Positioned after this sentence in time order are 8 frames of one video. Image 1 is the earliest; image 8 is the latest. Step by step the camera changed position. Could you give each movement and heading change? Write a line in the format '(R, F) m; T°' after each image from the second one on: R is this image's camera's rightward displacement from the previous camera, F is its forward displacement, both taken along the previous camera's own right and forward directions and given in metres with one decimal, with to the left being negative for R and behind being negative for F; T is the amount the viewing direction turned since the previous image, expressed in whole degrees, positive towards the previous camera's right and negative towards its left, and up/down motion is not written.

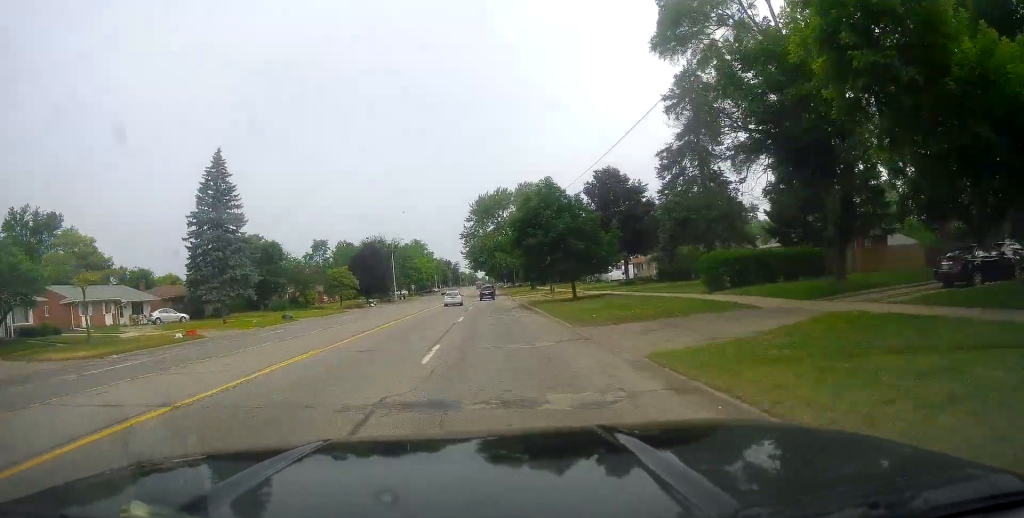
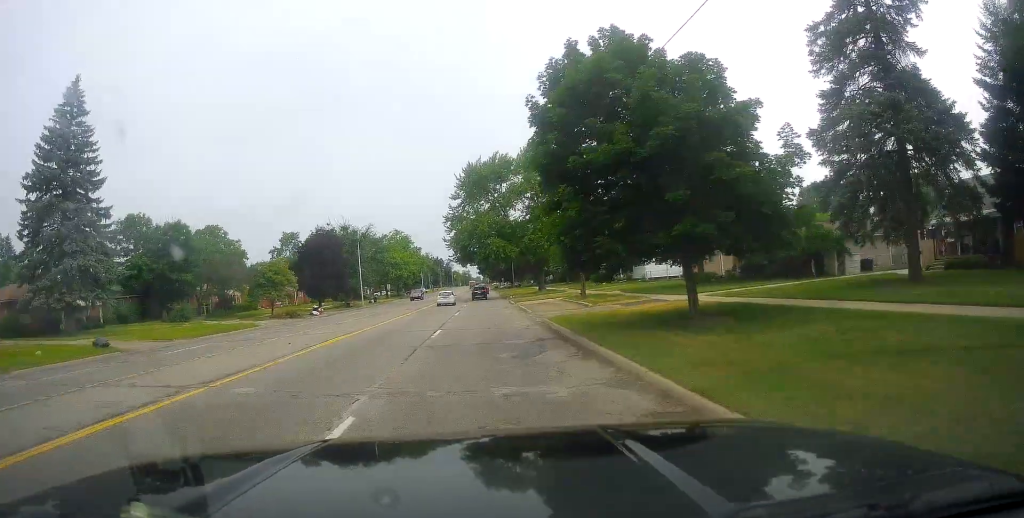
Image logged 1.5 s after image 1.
(+0.4, +26.4) m; 0°
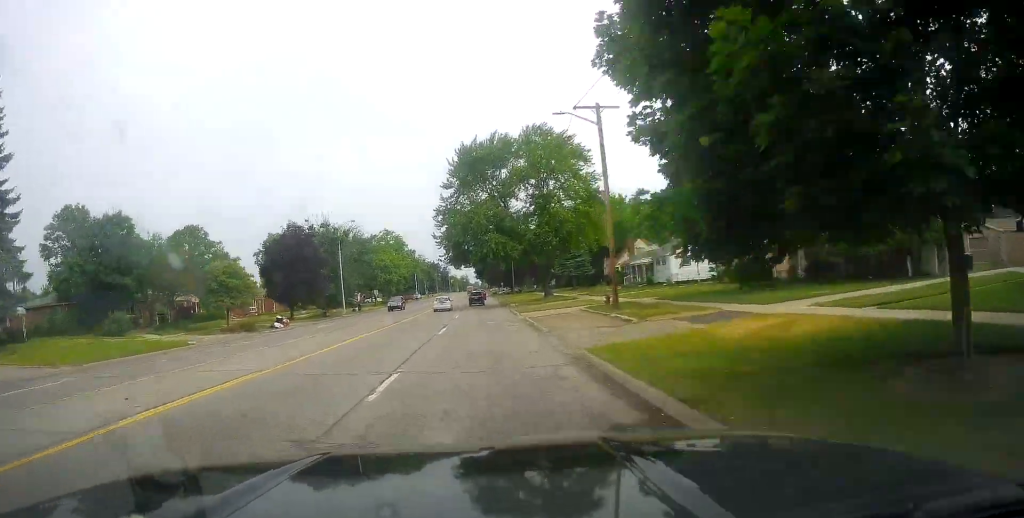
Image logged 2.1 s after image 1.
(-0.5, +10.7) m; 0°
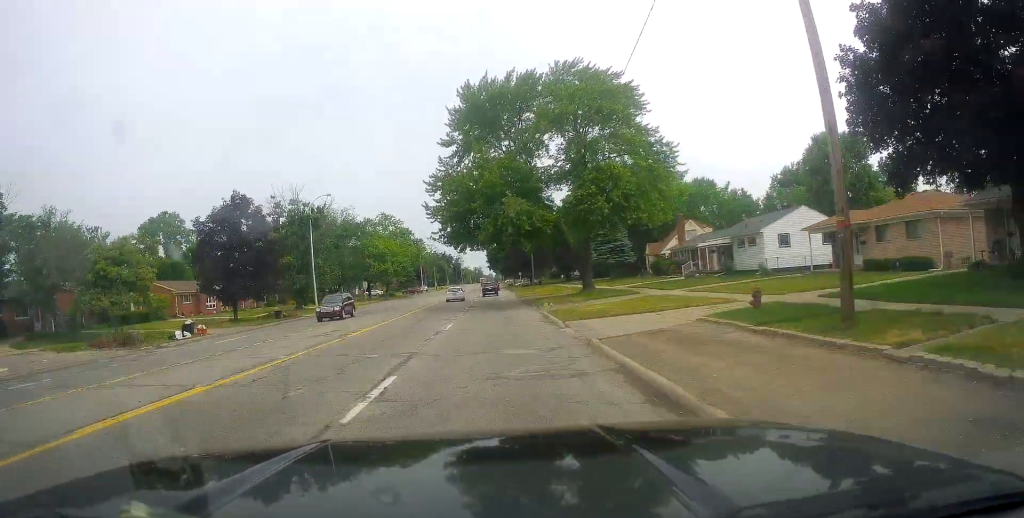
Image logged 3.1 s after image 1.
(+0.4, +19.0) m; +1°
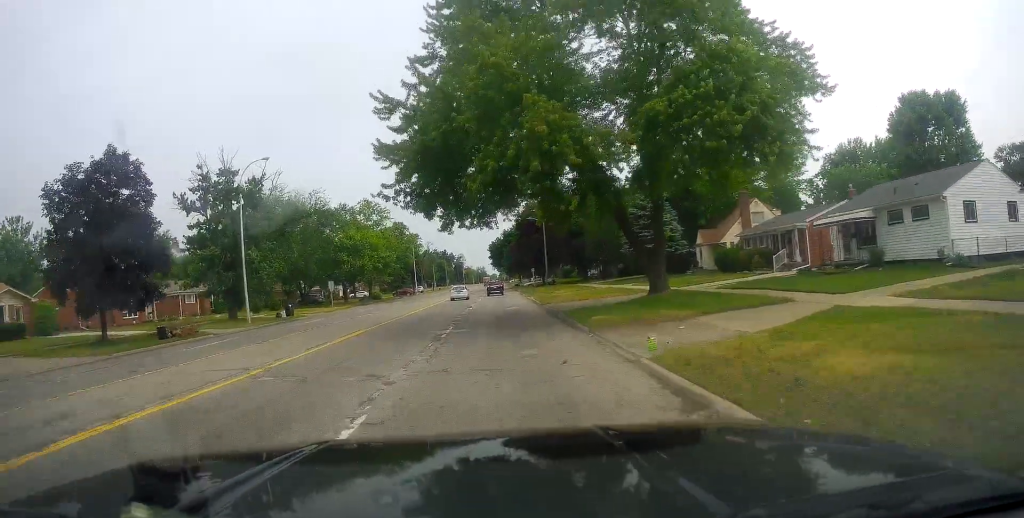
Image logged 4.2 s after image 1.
(-0.2, +19.7) m; 0°
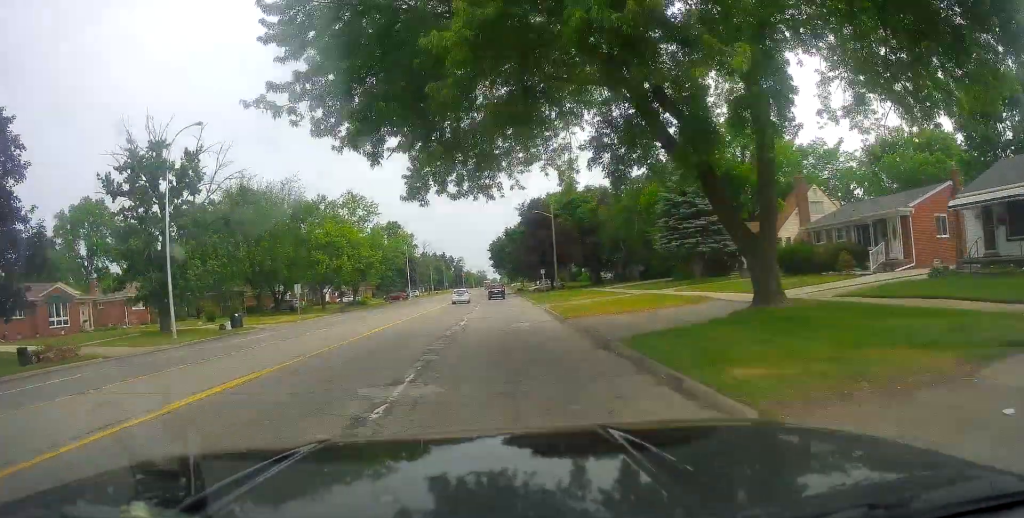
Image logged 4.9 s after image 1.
(+0.2, +11.7) m; -1°
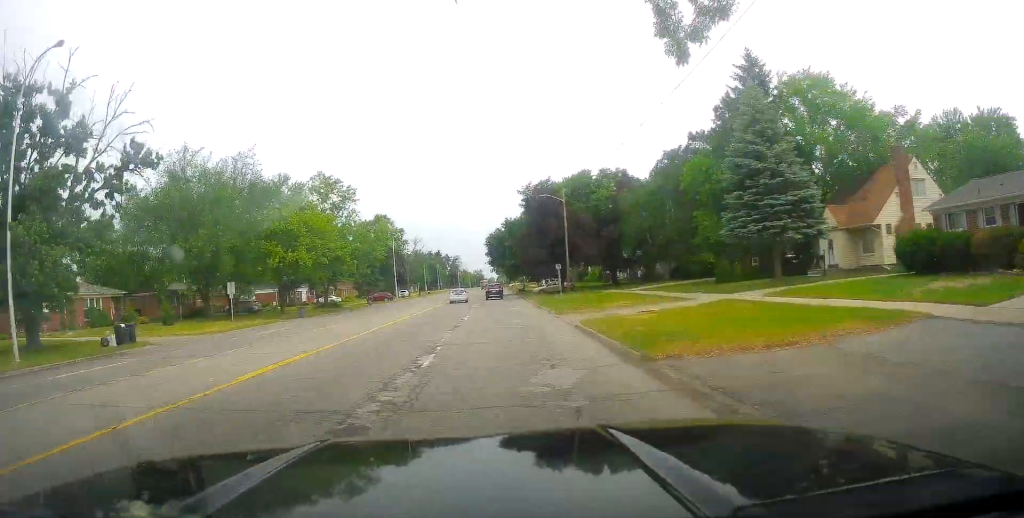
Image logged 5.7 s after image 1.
(-0.1, +13.8) m; -1°
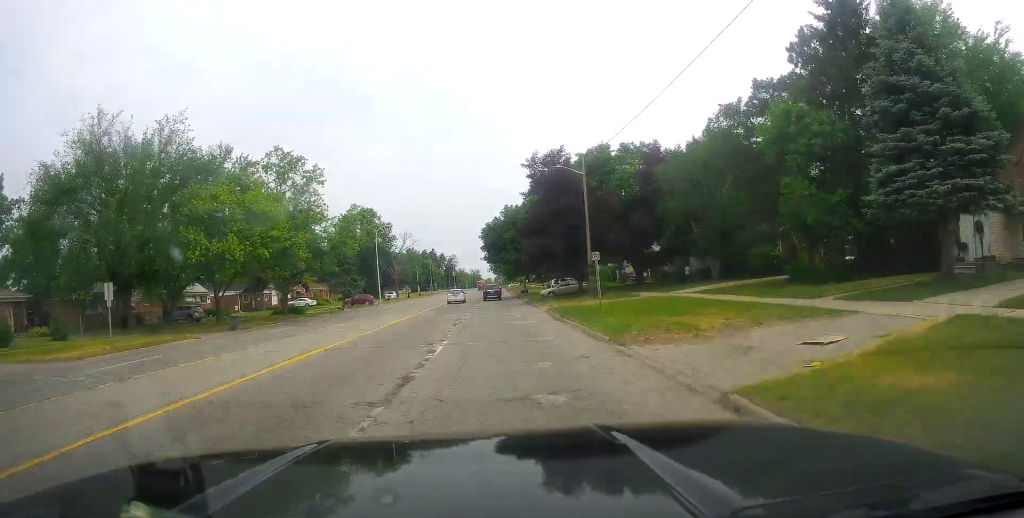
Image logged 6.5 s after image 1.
(-0.3, +14.1) m; 0°
